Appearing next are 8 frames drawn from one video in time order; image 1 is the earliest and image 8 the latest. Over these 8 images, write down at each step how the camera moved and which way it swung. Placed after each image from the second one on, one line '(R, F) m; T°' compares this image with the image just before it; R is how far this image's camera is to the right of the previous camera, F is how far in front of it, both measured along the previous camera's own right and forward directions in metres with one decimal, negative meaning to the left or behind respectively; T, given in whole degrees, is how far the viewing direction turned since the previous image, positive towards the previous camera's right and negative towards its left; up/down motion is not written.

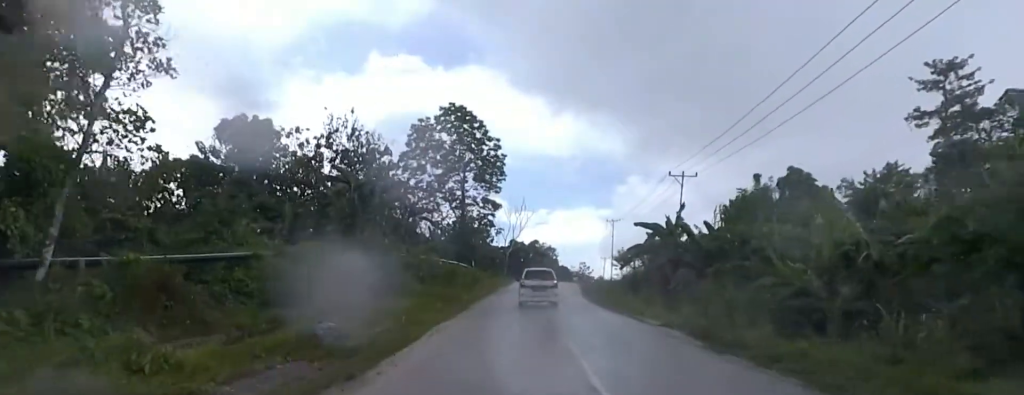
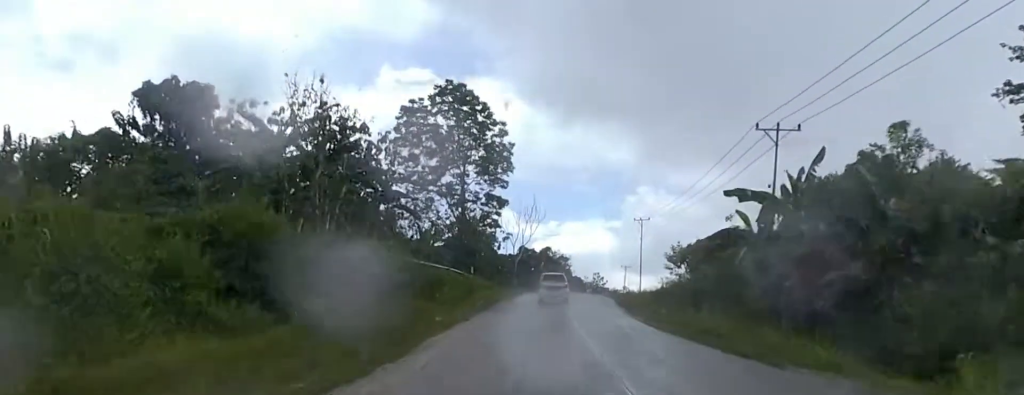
(+1.9, +14.0) m; +5°
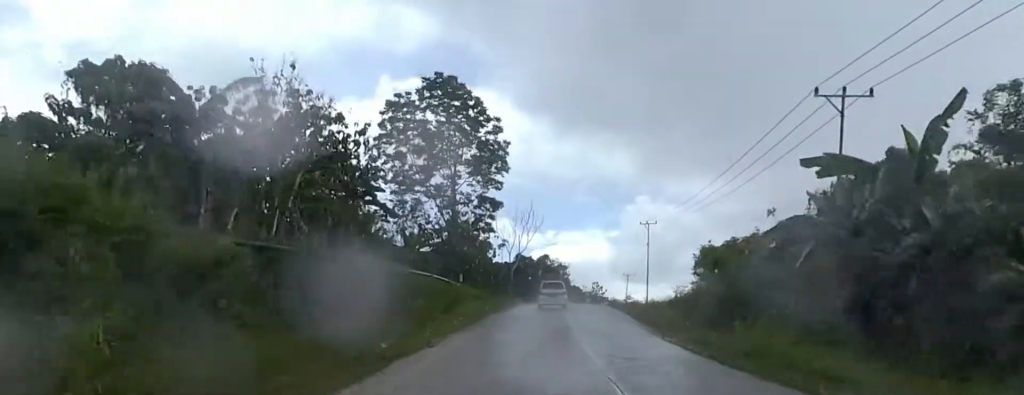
(-0.7, +6.4) m; -2°
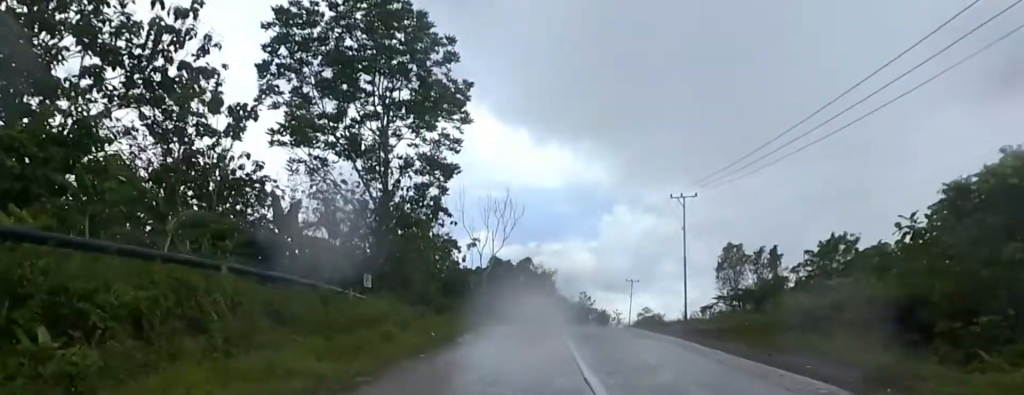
(-1.8, +24.2) m; -1°
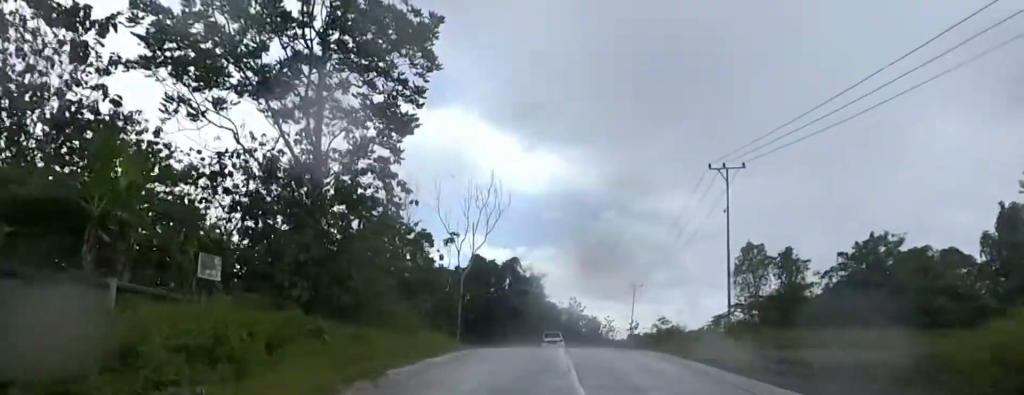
(+1.7, +12.0) m; +4°
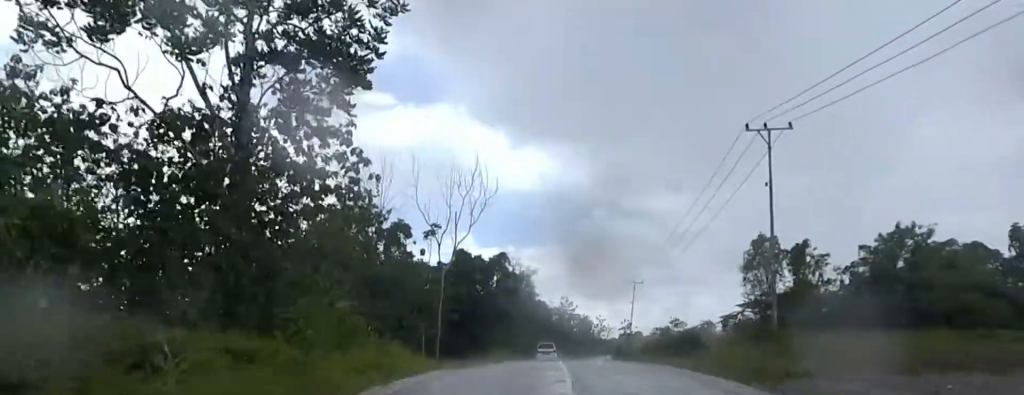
(-0.9, +7.3) m; 0°
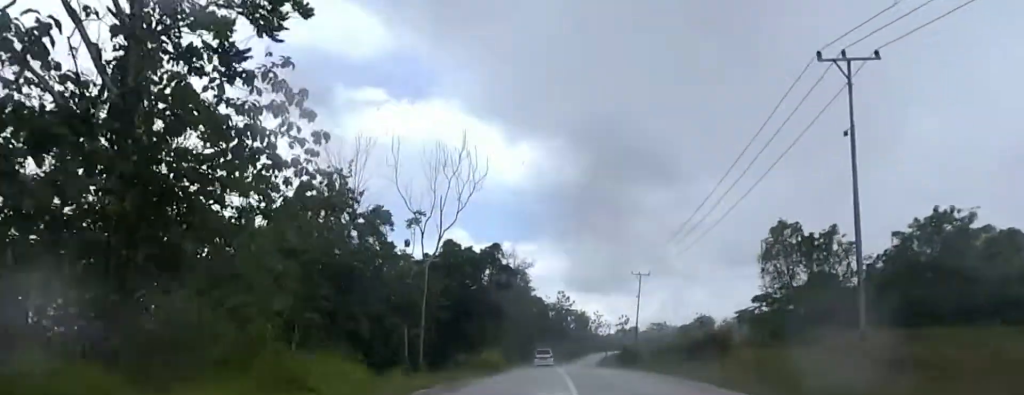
(+0.7, +7.0) m; 0°
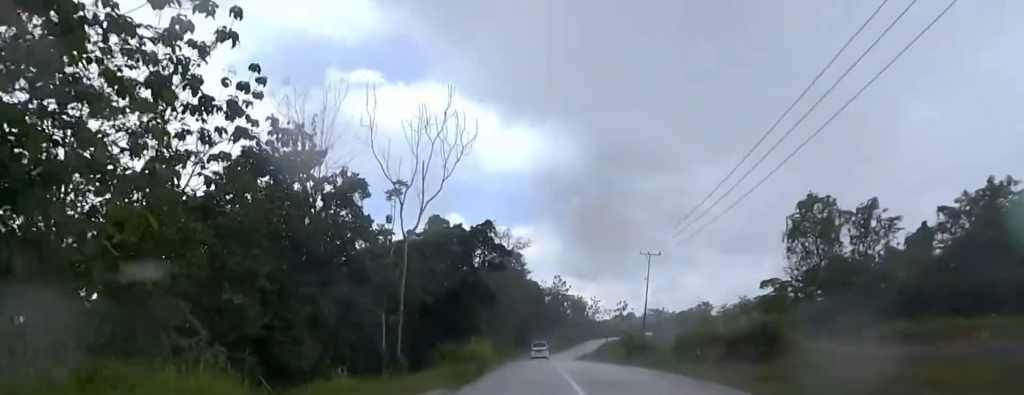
(+0.1, +7.4) m; -1°
